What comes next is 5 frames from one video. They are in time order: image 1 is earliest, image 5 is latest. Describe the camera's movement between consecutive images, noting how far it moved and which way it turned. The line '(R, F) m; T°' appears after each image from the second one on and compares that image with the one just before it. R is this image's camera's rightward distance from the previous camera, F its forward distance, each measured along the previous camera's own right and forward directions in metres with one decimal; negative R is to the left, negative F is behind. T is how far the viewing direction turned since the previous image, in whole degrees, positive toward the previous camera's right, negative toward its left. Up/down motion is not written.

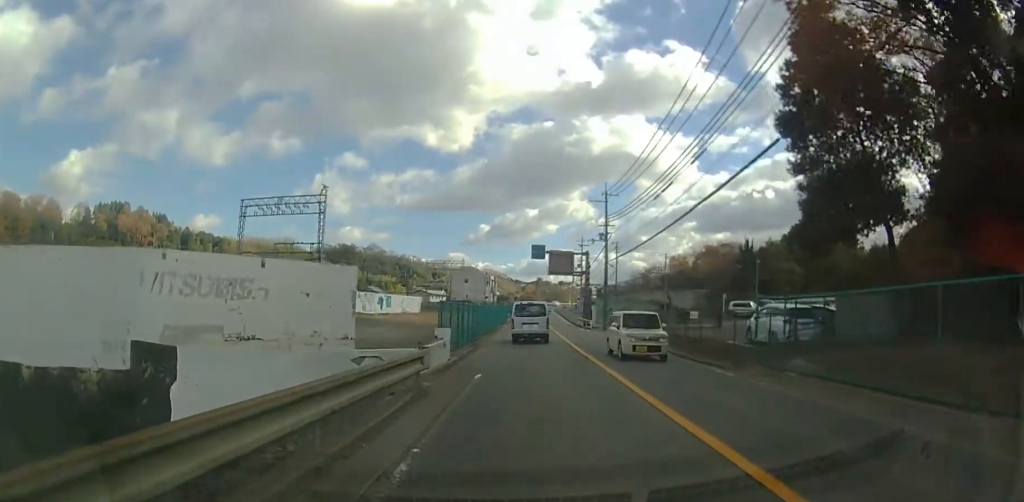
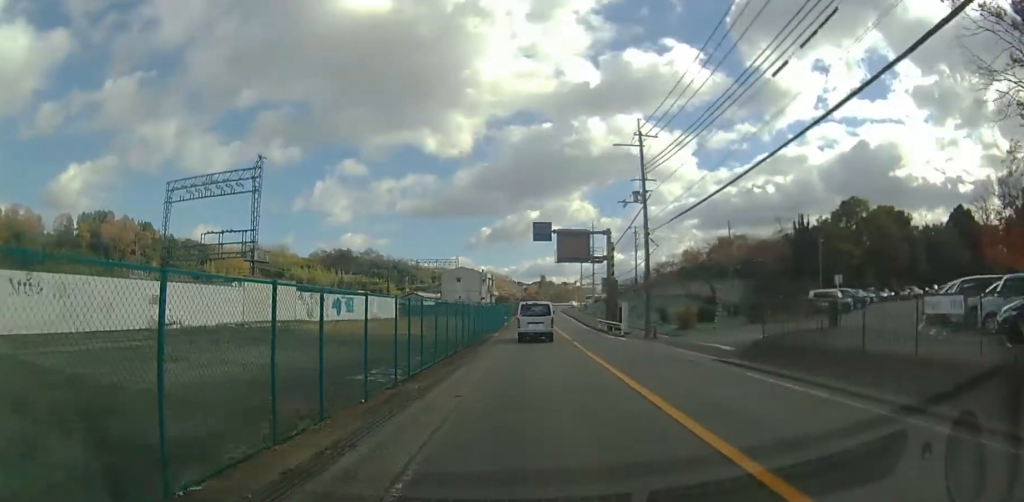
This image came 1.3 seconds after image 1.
(+0.2, +13.7) m; 0°
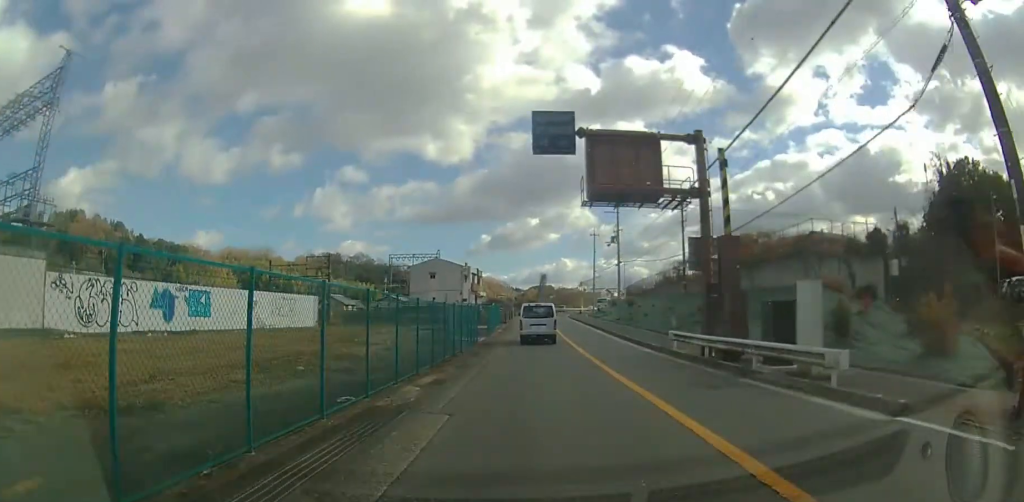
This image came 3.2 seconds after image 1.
(-0.4, +22.5) m; -1°
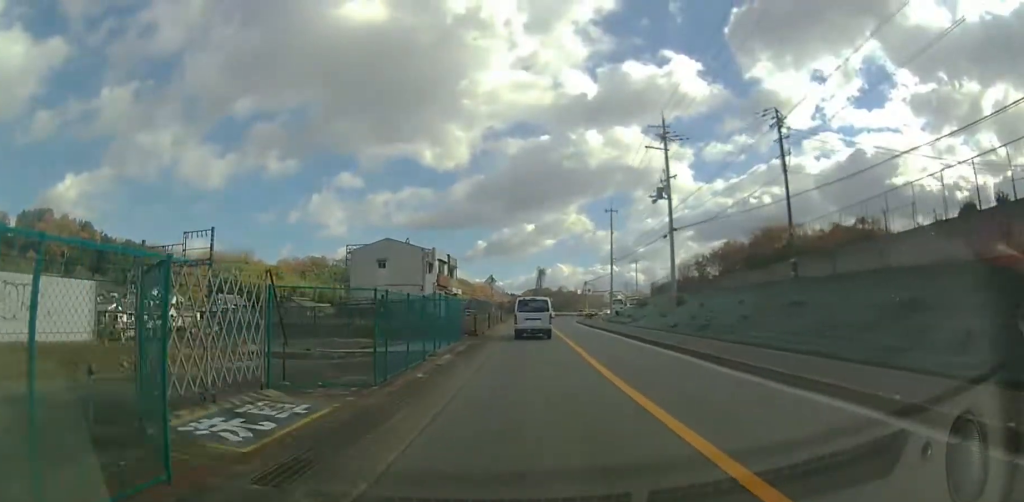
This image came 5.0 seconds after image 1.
(+0.1, +23.6) m; +1°
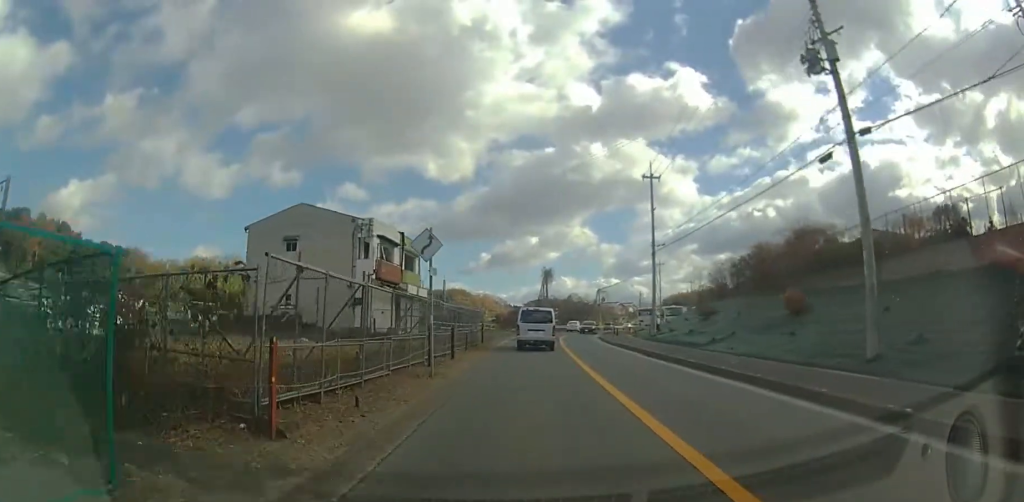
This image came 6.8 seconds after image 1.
(+0.2, +21.9) m; +1°
